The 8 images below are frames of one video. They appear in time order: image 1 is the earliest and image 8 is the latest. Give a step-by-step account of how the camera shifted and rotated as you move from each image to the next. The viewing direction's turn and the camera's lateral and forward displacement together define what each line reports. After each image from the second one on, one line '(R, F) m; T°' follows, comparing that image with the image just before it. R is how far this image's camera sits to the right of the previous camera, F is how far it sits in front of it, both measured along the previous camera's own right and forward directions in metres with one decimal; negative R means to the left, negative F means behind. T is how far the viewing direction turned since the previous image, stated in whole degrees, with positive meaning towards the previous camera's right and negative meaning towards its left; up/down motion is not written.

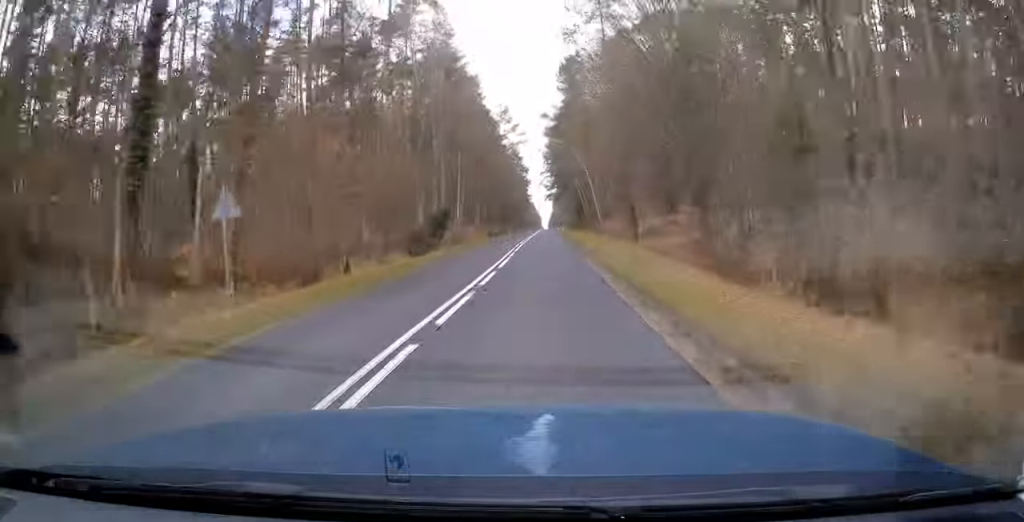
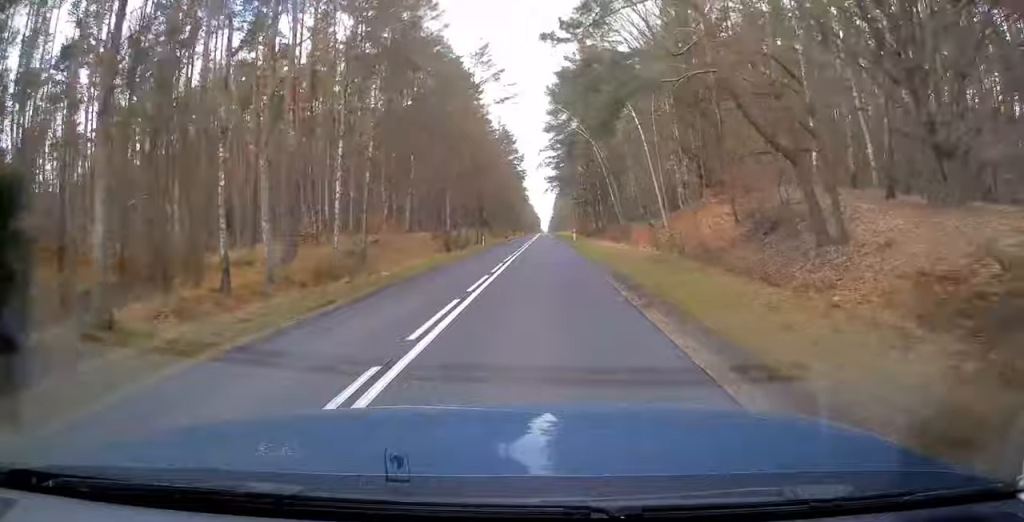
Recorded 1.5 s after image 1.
(-0.1, +41.5) m; 0°
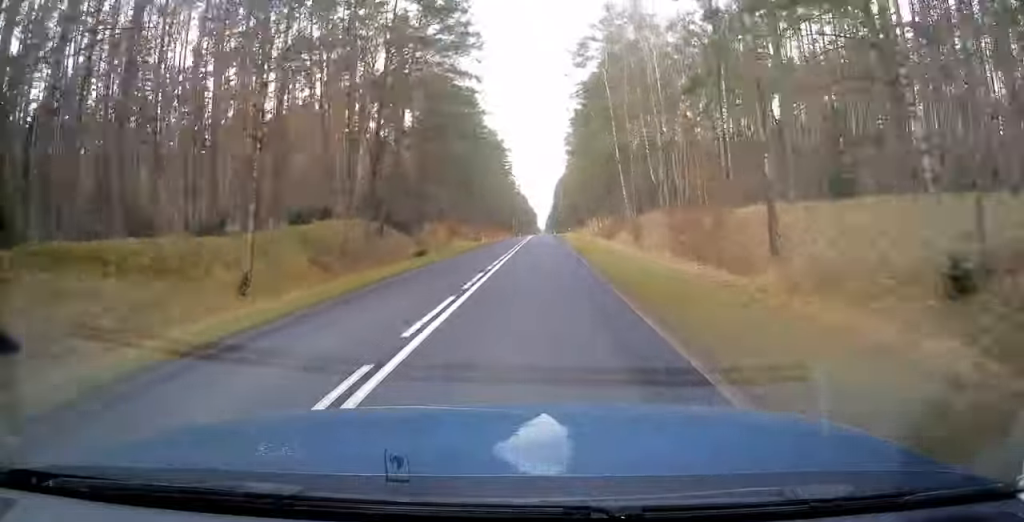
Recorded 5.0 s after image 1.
(+0.6, +97.5) m; 0°
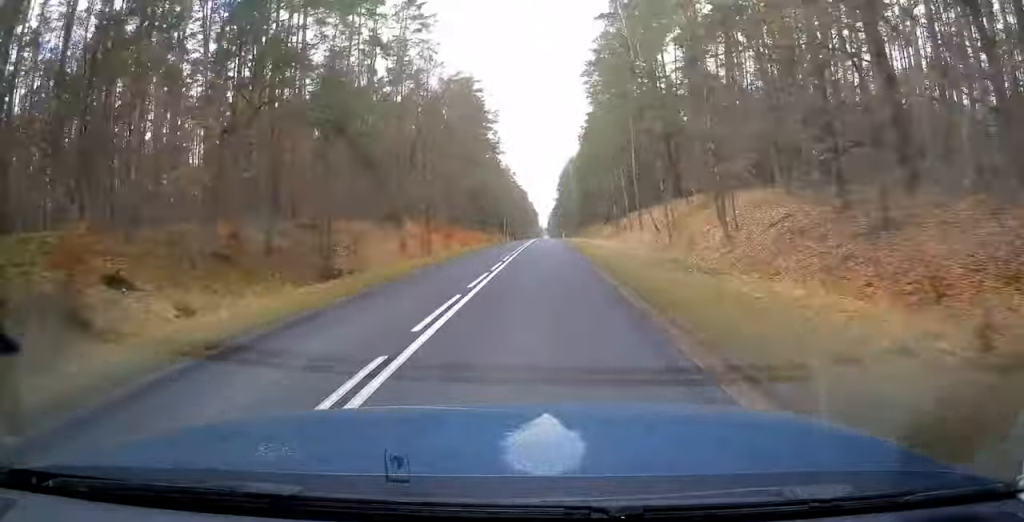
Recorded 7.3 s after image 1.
(0.0, +63.3) m; 0°
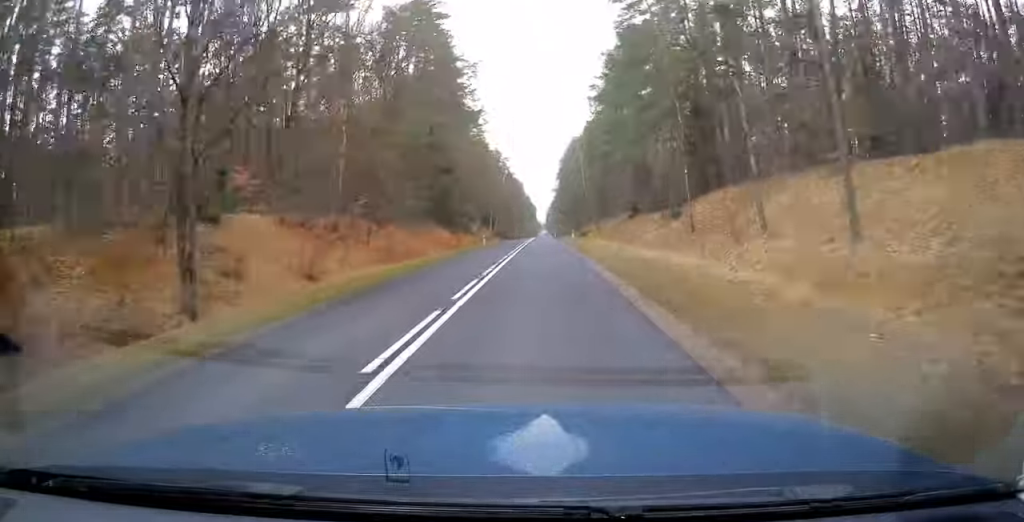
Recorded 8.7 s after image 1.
(-0.2, +36.6) m; 0°
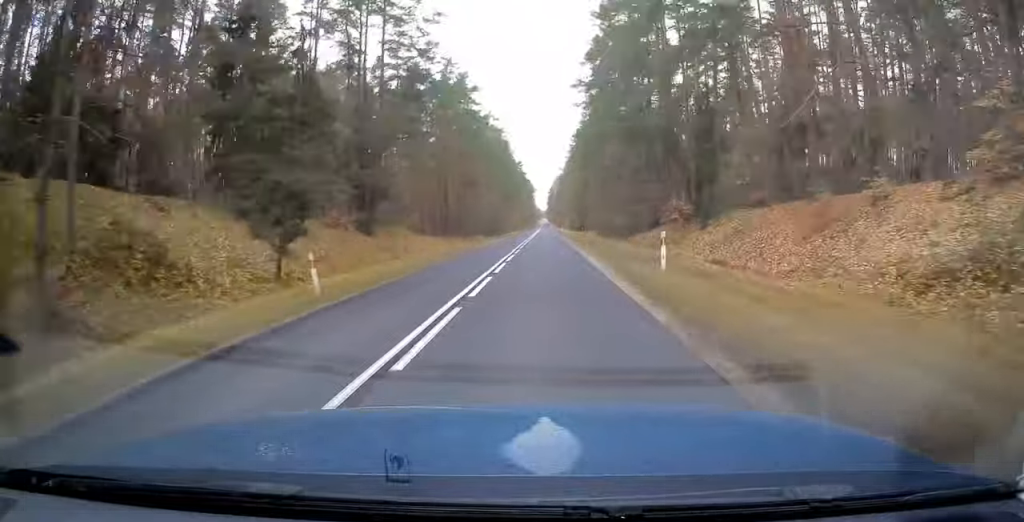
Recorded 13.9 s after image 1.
(+0.7, +144.4) m; +1°
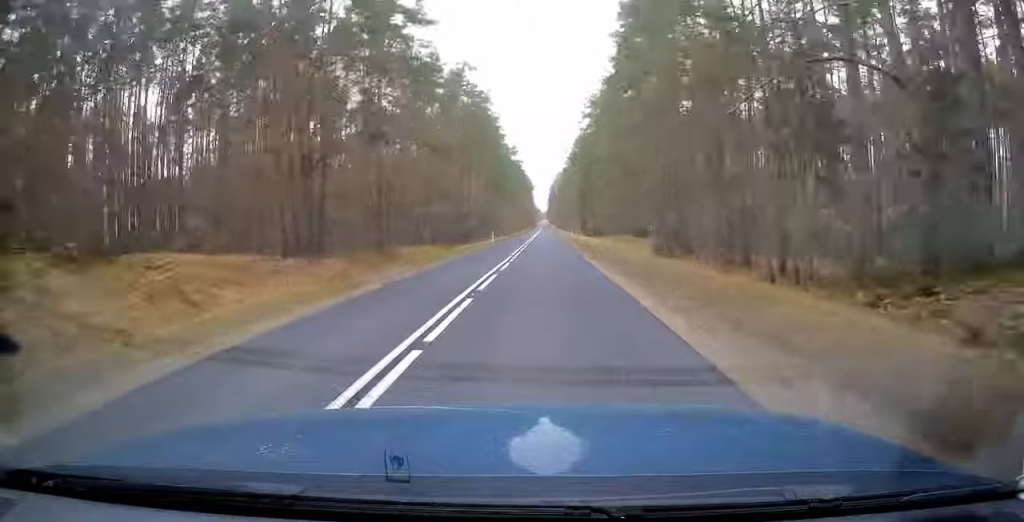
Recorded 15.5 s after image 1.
(+0.1, +45.4) m; 0°
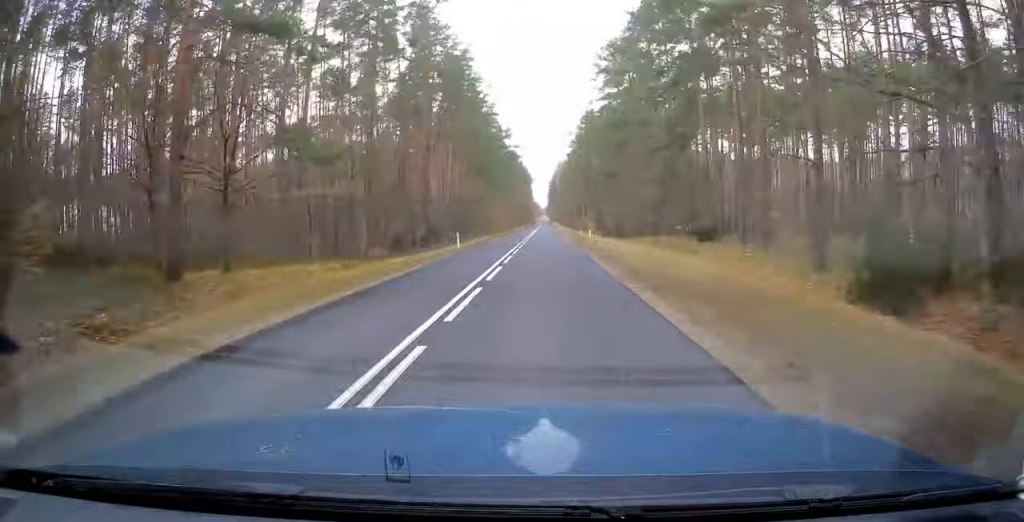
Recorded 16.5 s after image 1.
(0.0, +27.8) m; 0°
